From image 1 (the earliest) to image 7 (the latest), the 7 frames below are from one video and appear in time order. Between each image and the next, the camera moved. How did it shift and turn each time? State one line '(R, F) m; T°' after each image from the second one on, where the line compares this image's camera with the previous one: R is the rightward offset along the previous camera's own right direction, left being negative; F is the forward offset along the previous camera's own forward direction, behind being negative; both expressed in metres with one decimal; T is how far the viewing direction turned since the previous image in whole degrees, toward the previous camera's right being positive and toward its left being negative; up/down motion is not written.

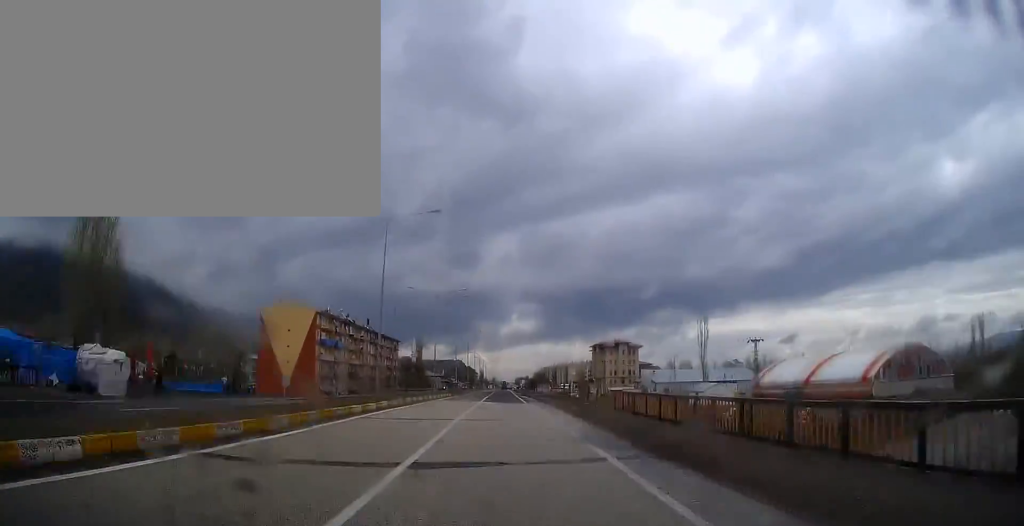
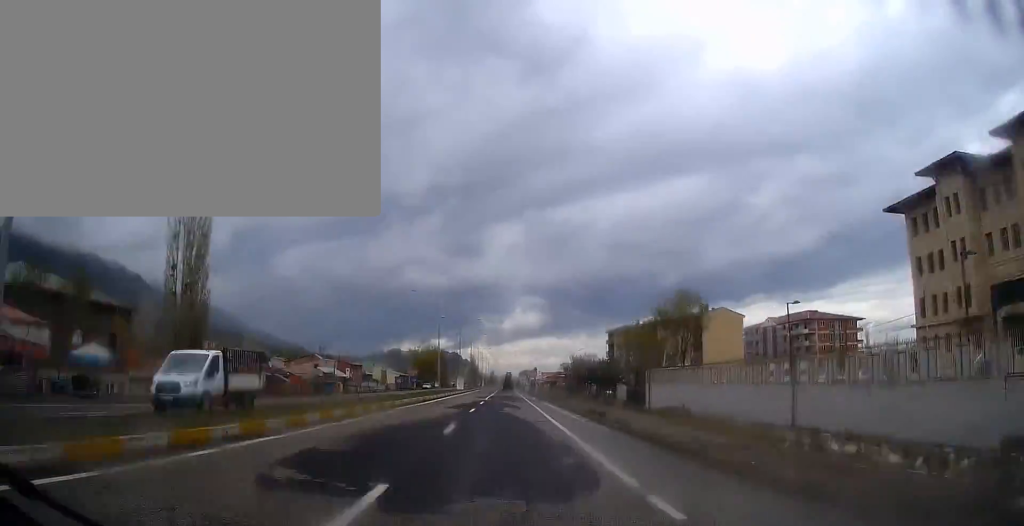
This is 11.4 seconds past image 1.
(+0.5, +225.9) m; 0°
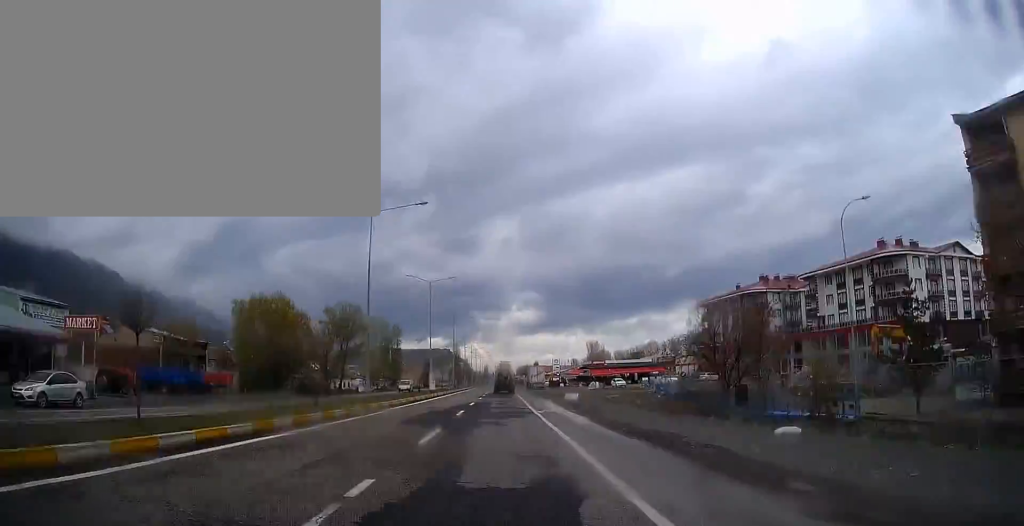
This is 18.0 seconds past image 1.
(-0.6, +125.5) m; -1°
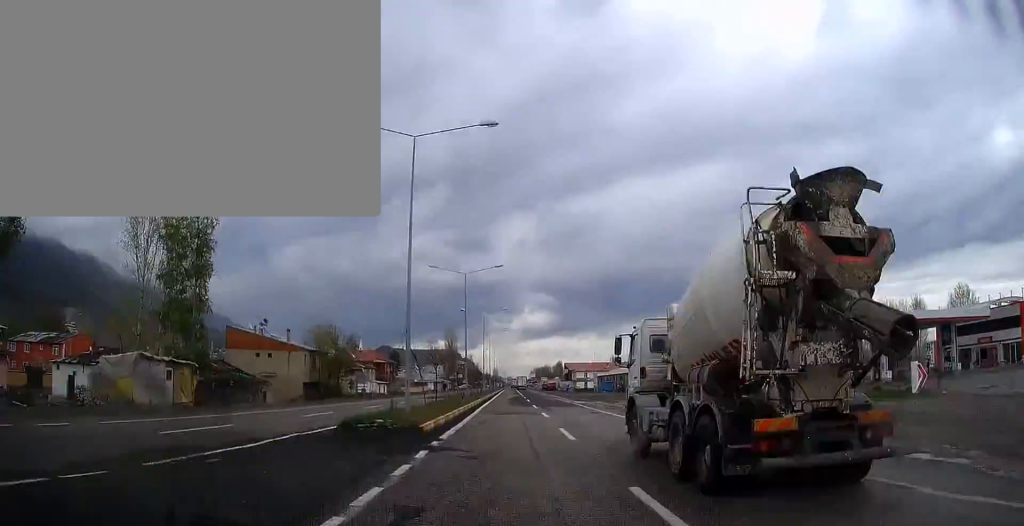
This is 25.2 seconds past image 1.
(-0.9, +133.2) m; 0°
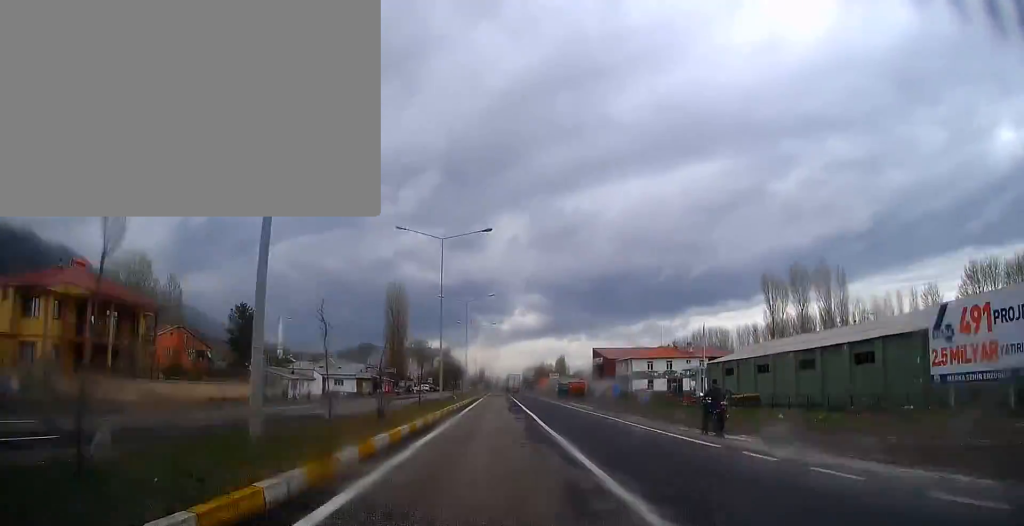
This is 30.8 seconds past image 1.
(+1.5, +97.9) m; +1°
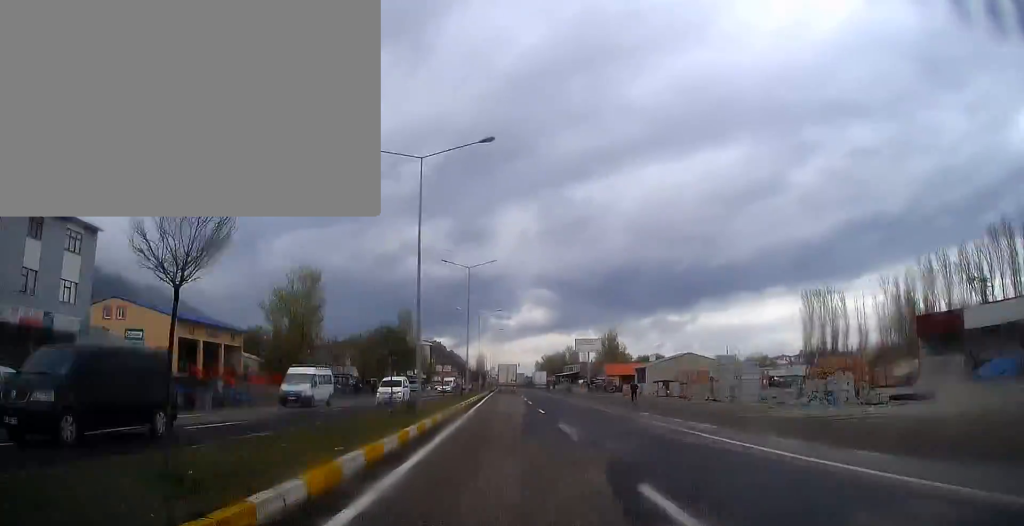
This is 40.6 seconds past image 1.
(-0.4, +144.4) m; 0°
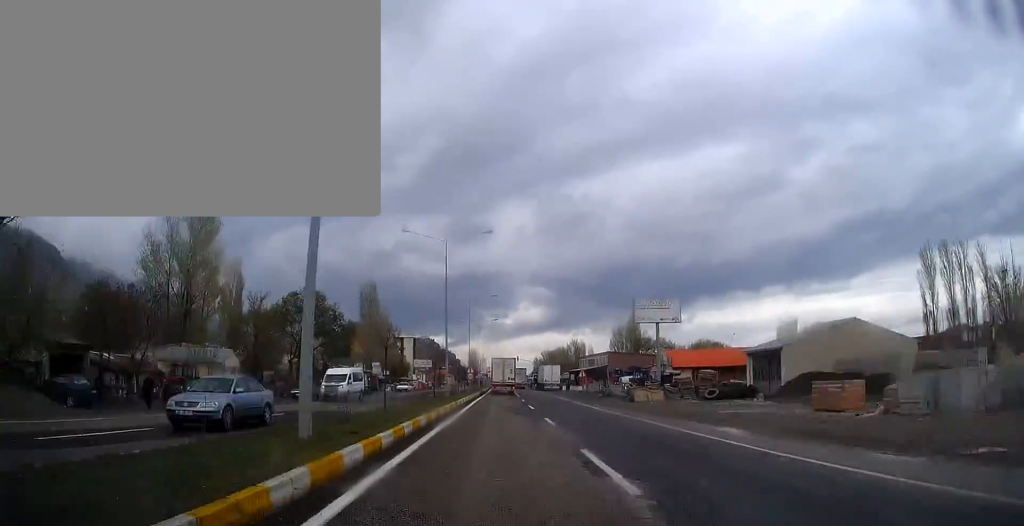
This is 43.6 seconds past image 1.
(0.0, +36.6) m; 0°
